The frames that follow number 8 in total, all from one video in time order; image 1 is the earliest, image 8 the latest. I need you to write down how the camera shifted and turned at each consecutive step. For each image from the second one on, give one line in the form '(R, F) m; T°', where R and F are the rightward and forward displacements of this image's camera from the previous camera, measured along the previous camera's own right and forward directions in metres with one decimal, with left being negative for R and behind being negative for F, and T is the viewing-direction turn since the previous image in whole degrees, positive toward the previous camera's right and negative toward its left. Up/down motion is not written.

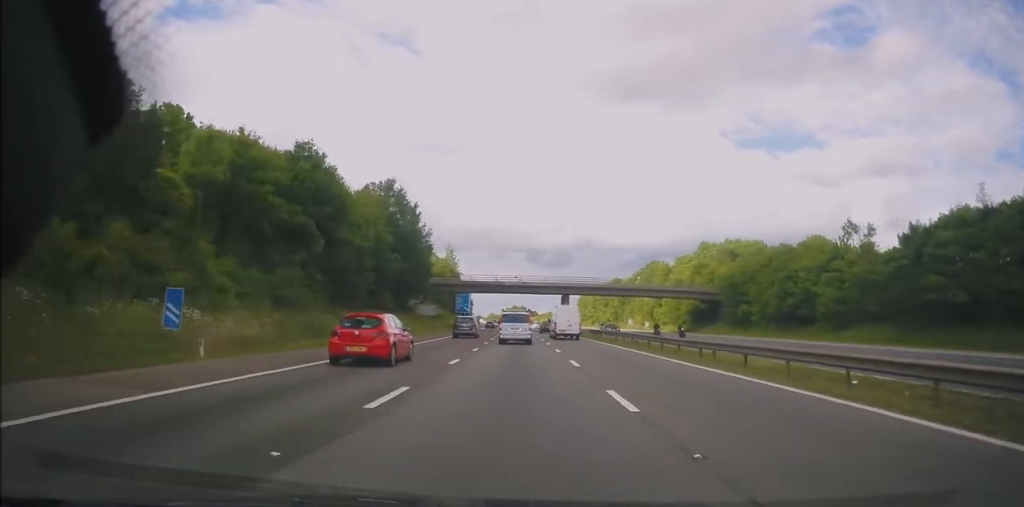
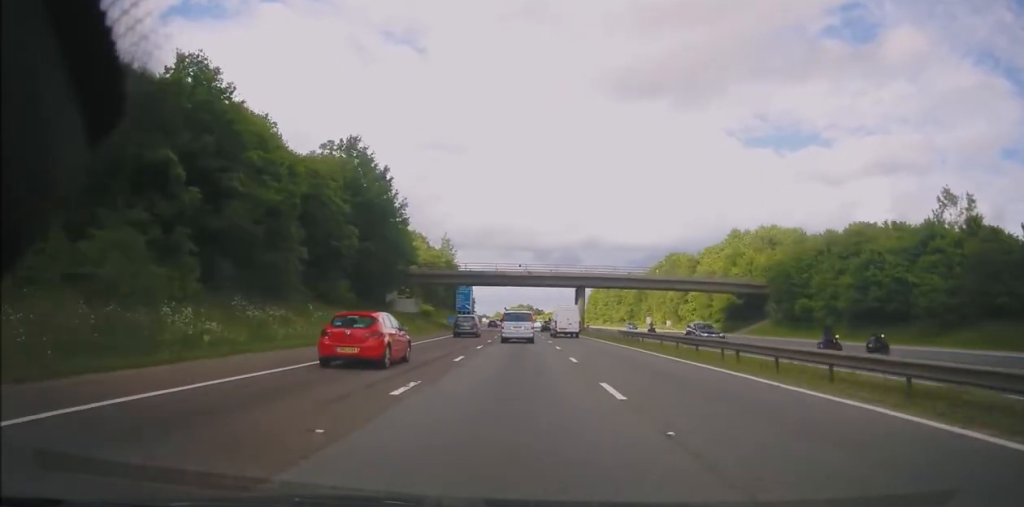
(0.0, +16.5) m; 0°
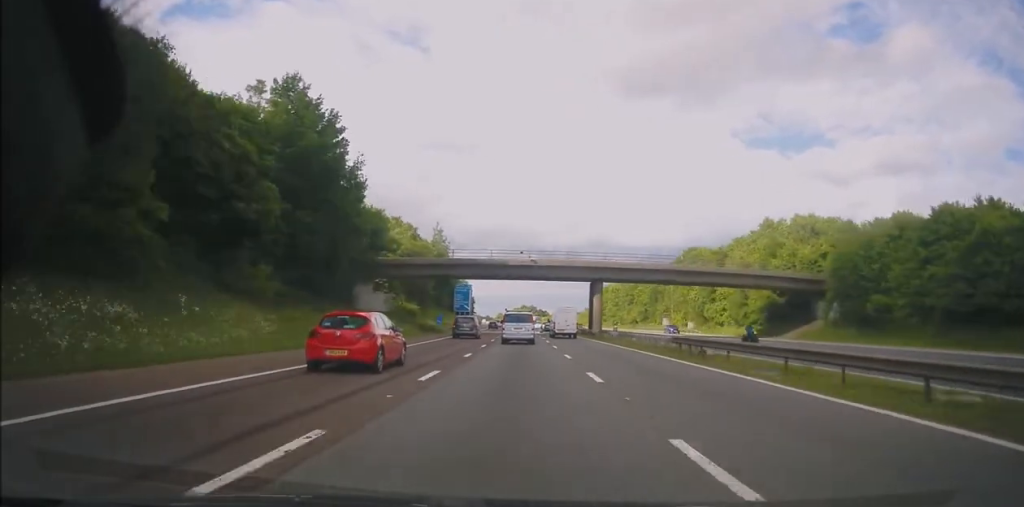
(-0.1, +14.7) m; 0°
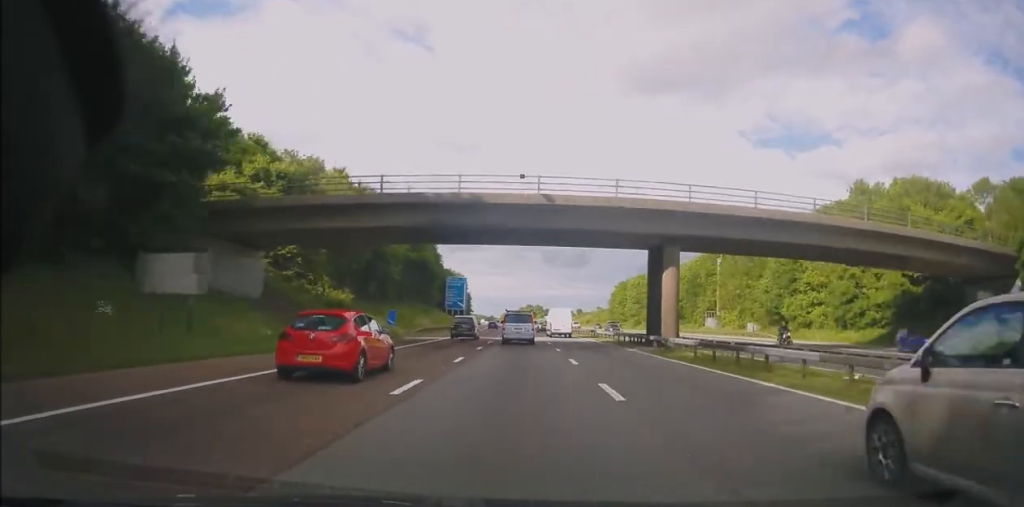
(-0.1, +29.4) m; -1°
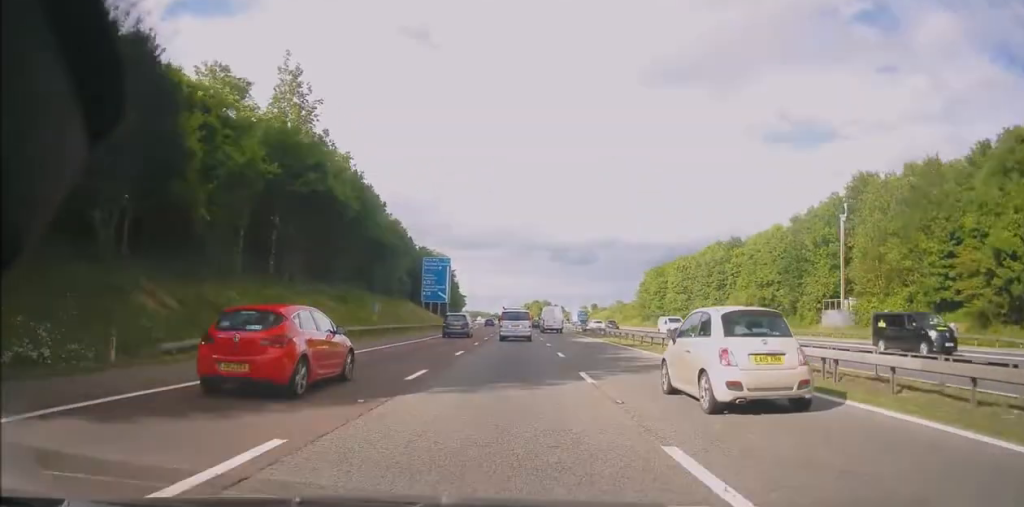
(-0.2, +42.6) m; 0°
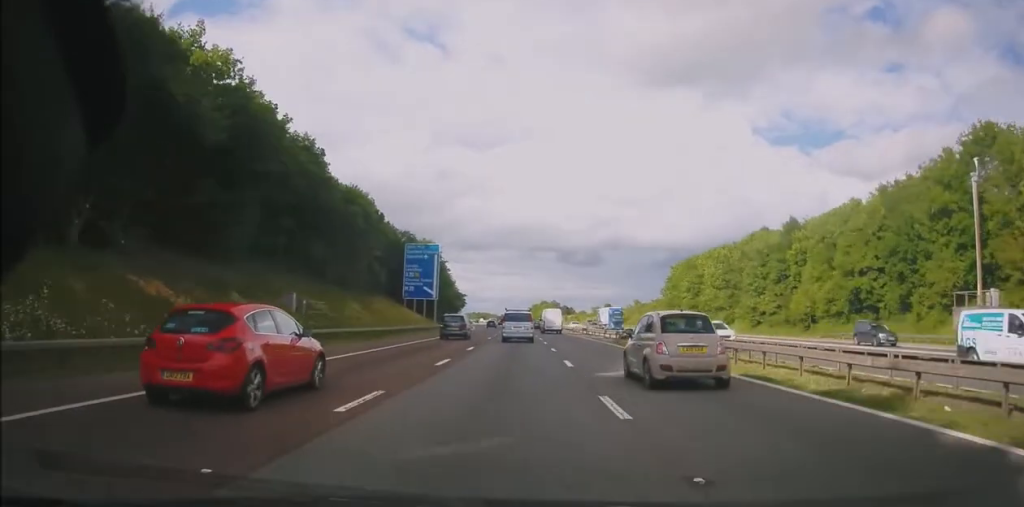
(+0.2, +22.2) m; -1°
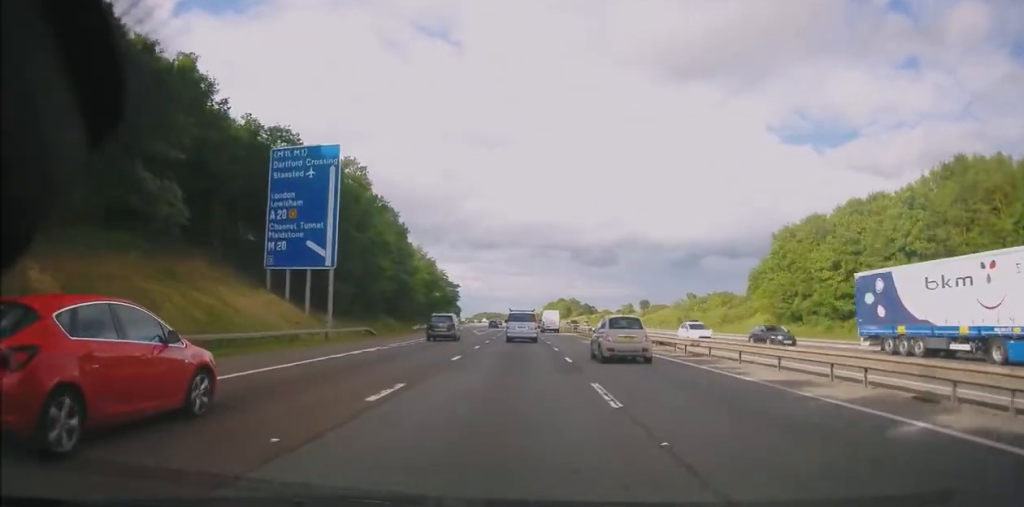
(-1.0, +51.9) m; -2°
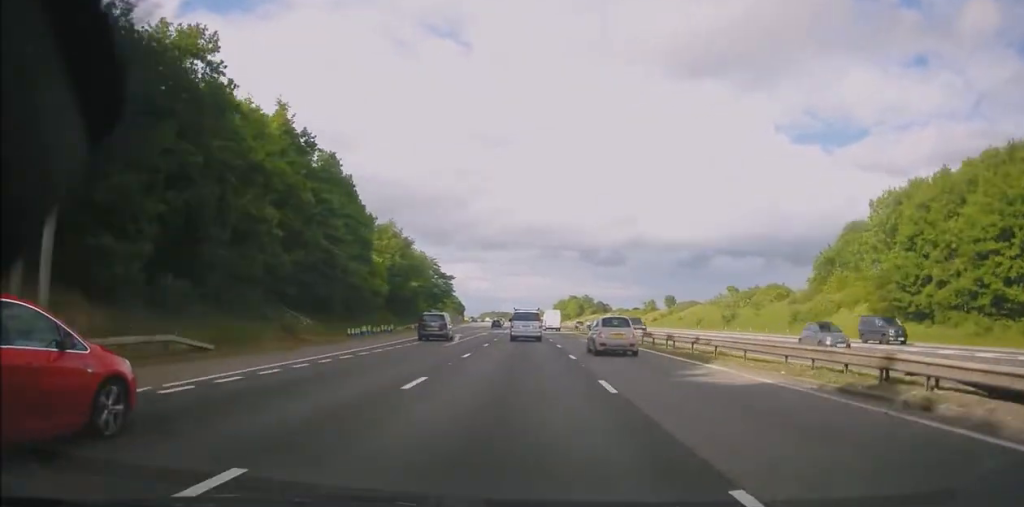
(-0.3, +25.3) m; -1°
